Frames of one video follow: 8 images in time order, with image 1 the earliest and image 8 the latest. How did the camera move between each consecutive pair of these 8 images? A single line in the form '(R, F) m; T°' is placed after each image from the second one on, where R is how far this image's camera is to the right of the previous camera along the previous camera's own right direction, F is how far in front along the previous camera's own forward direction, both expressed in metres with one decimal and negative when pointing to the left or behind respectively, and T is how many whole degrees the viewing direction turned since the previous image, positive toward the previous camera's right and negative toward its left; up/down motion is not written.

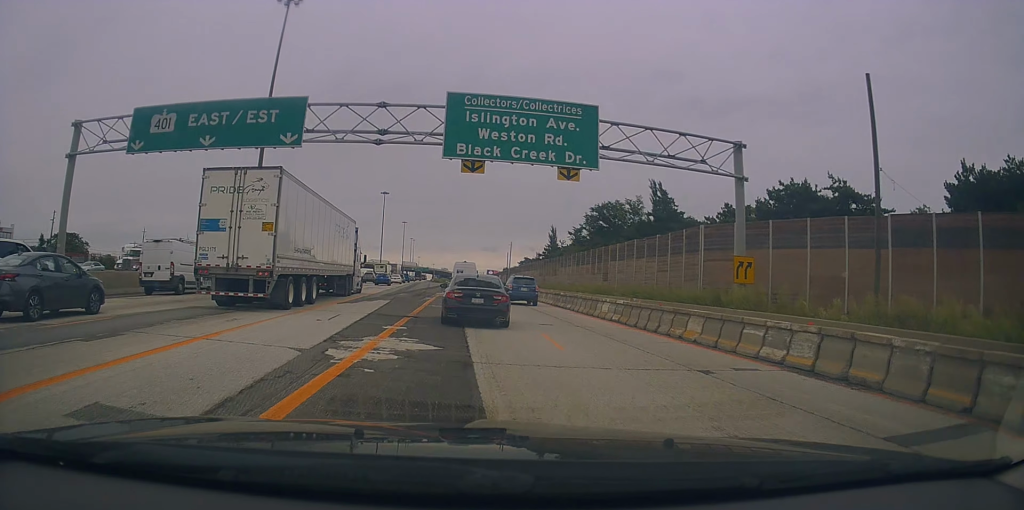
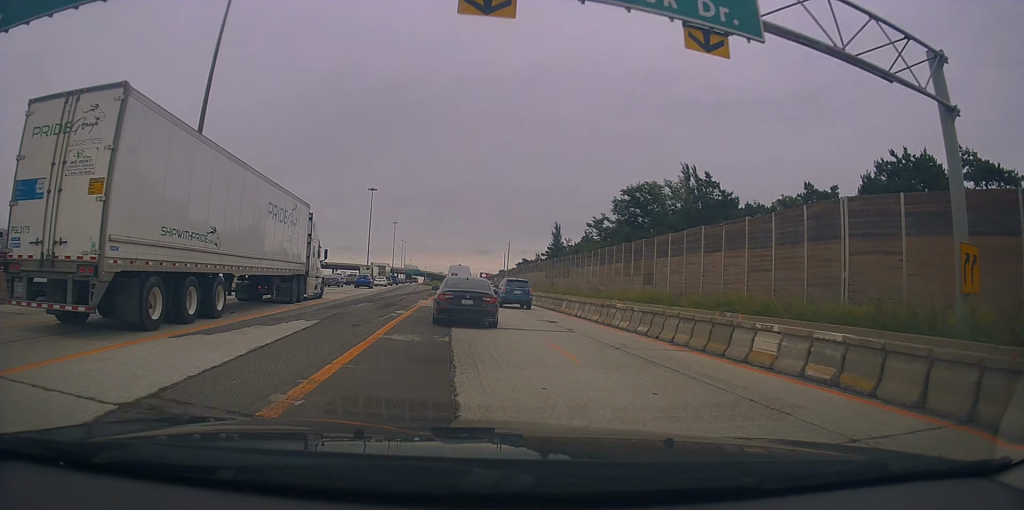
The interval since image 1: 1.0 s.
(-0.2, +13.4) m; -1°
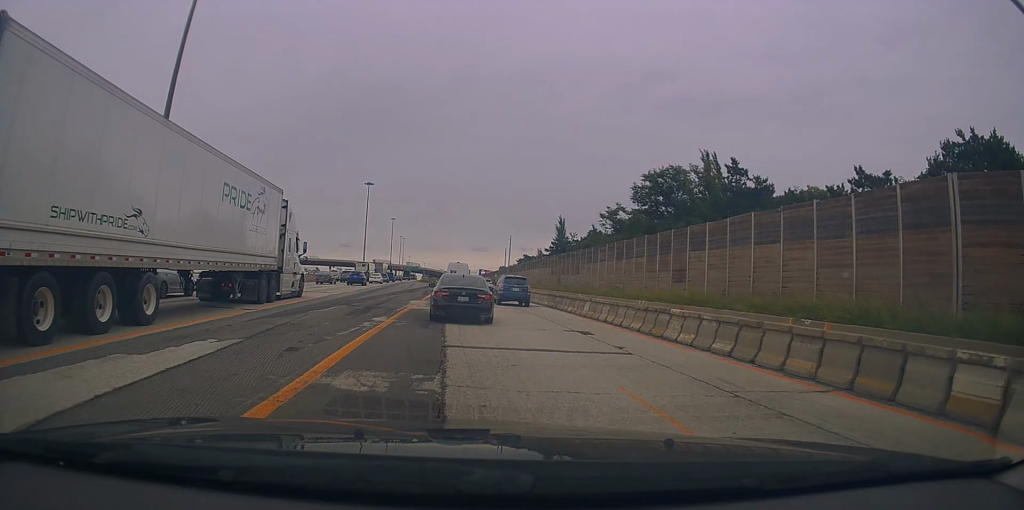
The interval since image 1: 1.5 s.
(0.0, +5.7) m; 0°
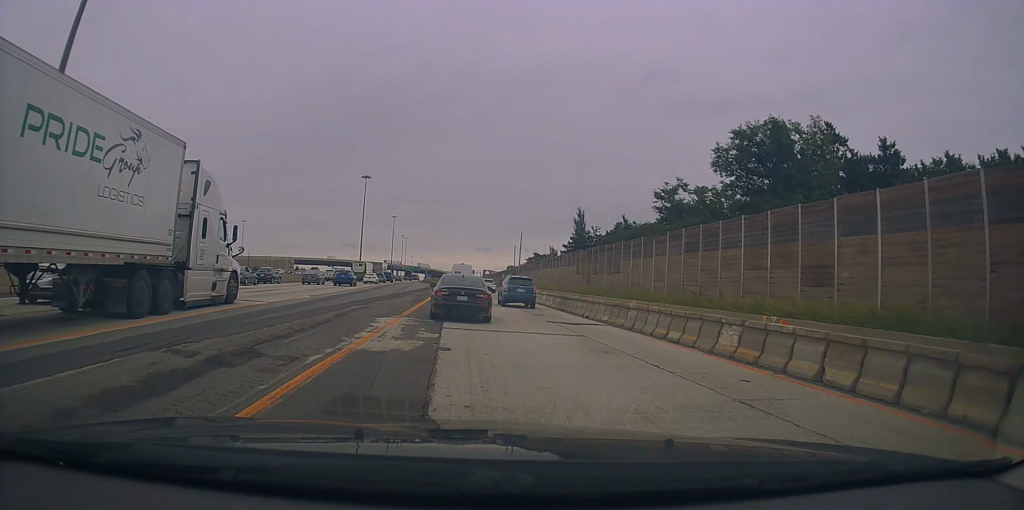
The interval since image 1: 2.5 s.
(0.0, +13.3) m; 0°
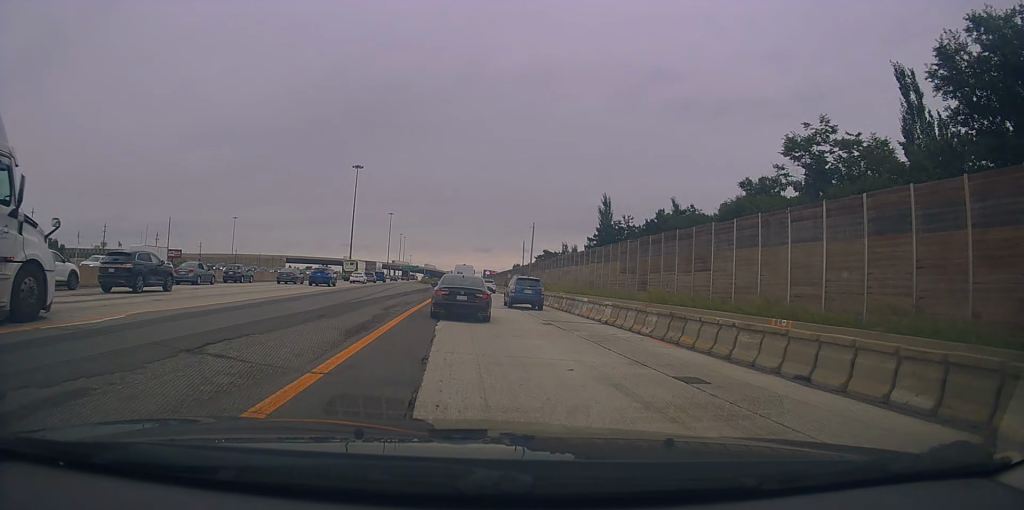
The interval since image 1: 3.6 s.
(0.0, +15.9) m; +1°
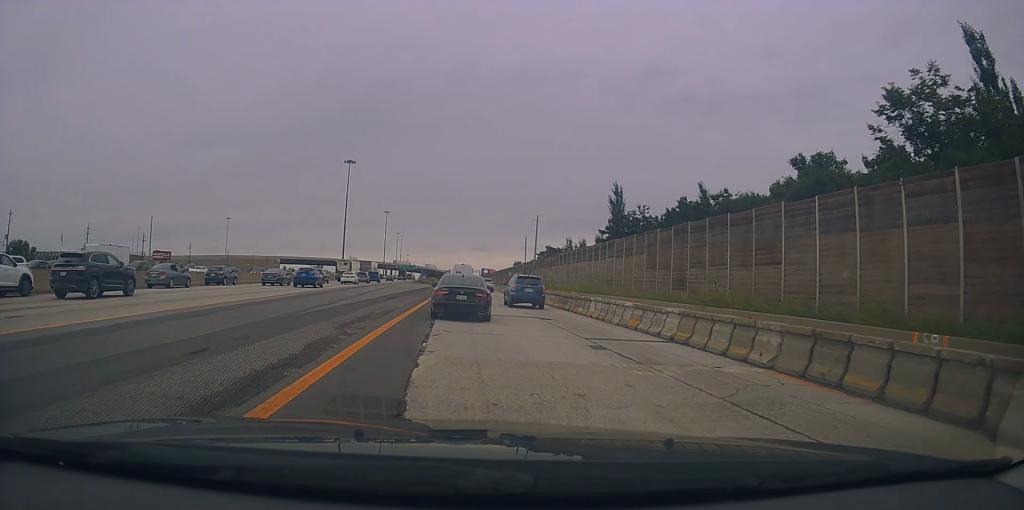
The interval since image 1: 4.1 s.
(-0.1, +6.9) m; +1°
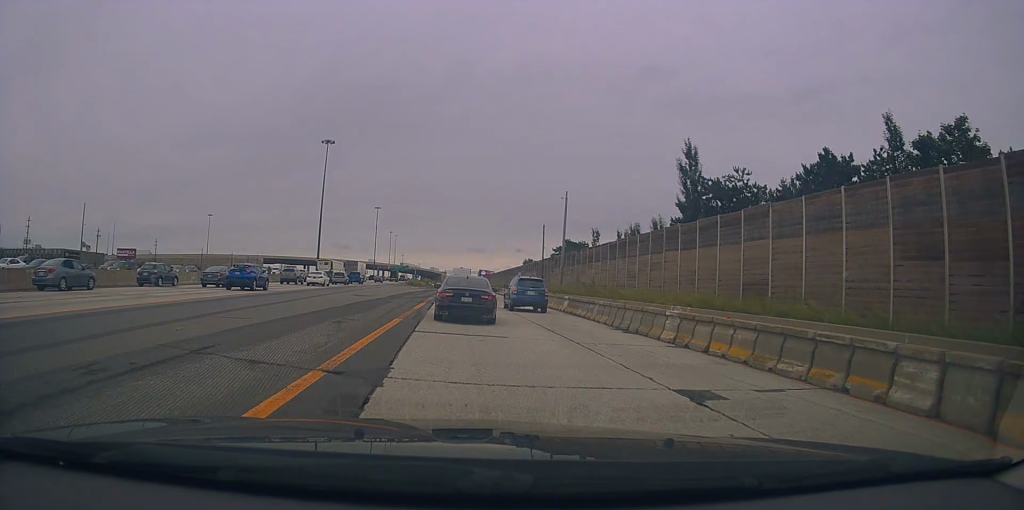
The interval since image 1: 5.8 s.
(+0.1, +23.4) m; -1°
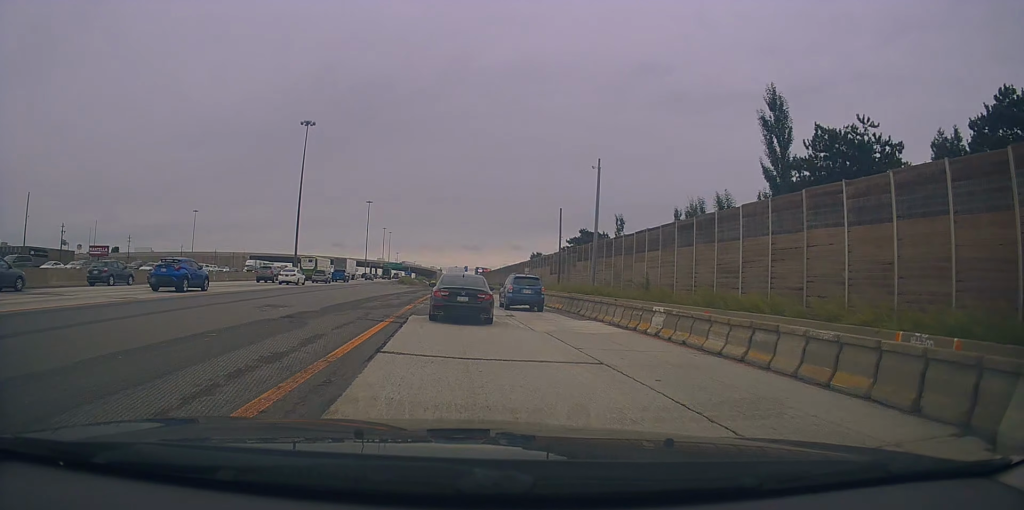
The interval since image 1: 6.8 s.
(-0.1, +14.8) m; 0°
